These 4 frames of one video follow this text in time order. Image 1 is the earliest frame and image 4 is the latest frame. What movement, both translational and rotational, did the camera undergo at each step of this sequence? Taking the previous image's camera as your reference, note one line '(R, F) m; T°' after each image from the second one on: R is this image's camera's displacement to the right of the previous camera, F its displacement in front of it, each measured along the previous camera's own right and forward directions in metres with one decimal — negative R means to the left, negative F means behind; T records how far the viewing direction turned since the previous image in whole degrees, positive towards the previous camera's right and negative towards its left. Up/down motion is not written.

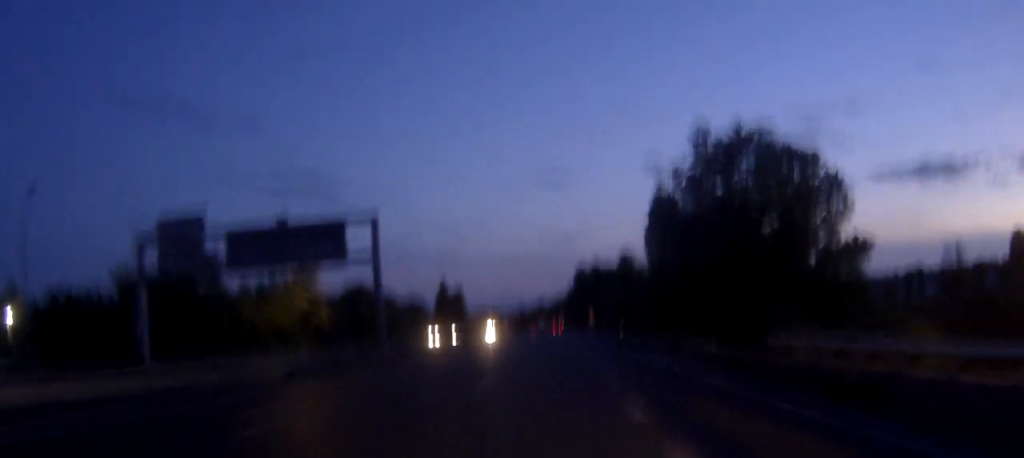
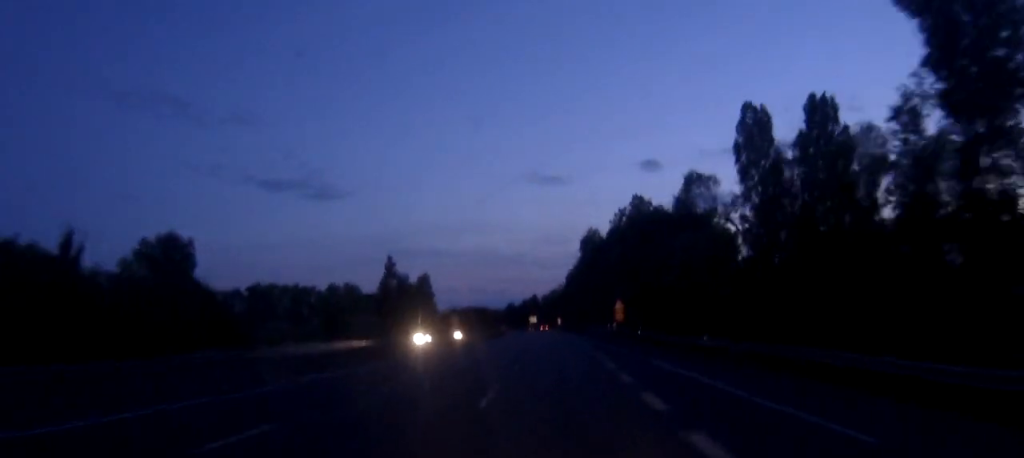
(+0.3, +66.6) m; 0°
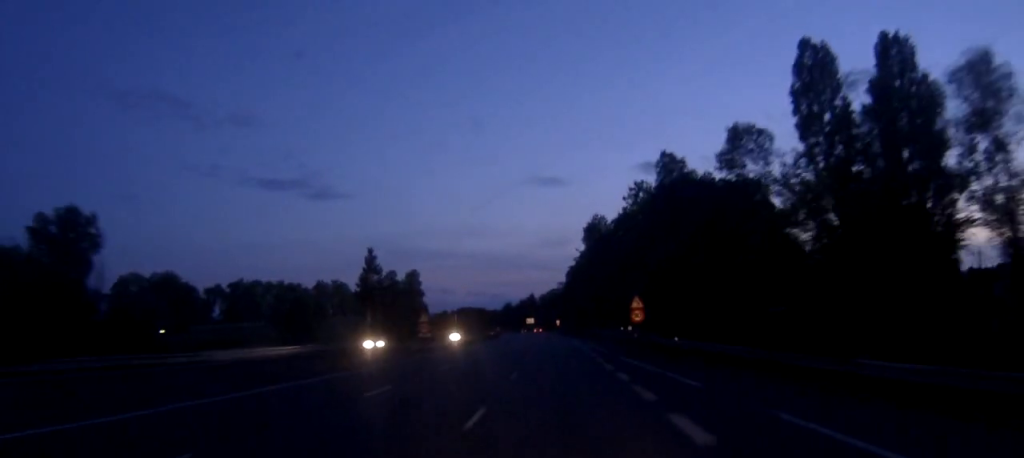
(0.0, +16.1) m; 0°
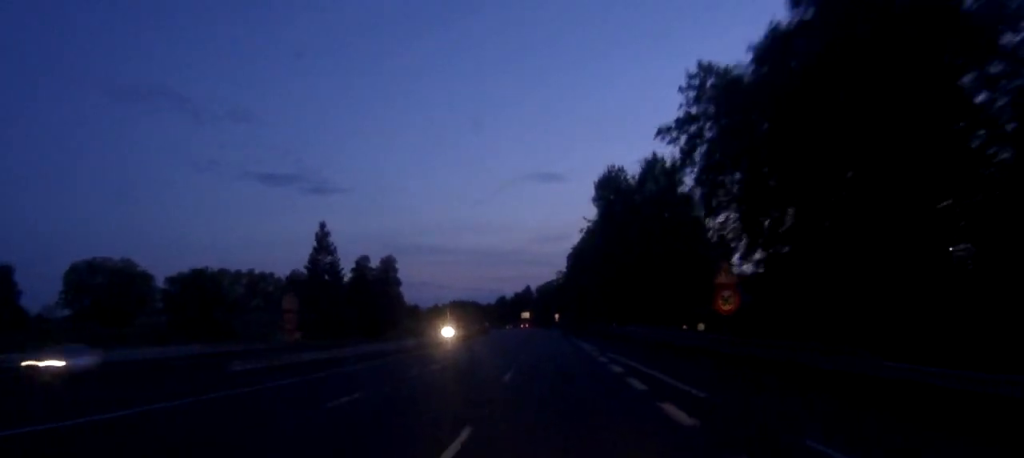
(-0.1, +29.3) m; 0°
